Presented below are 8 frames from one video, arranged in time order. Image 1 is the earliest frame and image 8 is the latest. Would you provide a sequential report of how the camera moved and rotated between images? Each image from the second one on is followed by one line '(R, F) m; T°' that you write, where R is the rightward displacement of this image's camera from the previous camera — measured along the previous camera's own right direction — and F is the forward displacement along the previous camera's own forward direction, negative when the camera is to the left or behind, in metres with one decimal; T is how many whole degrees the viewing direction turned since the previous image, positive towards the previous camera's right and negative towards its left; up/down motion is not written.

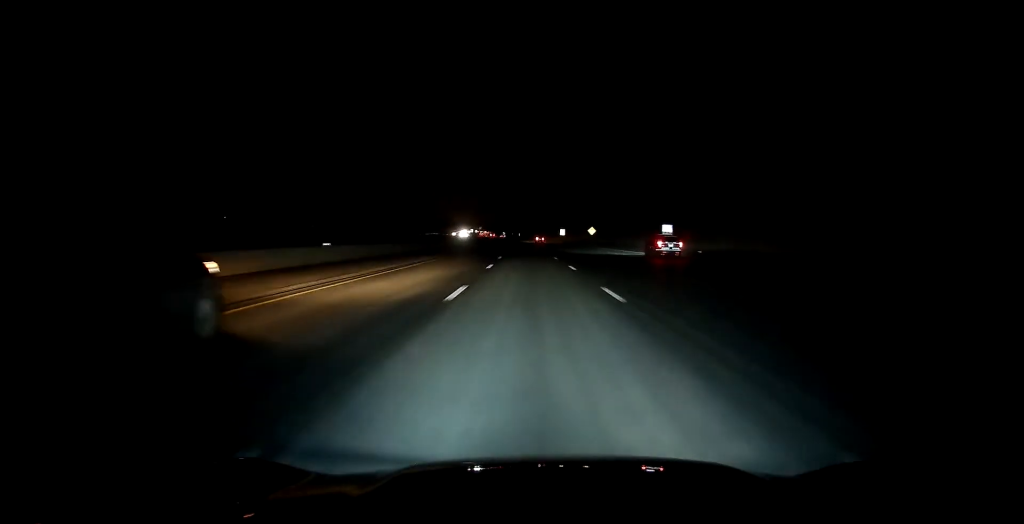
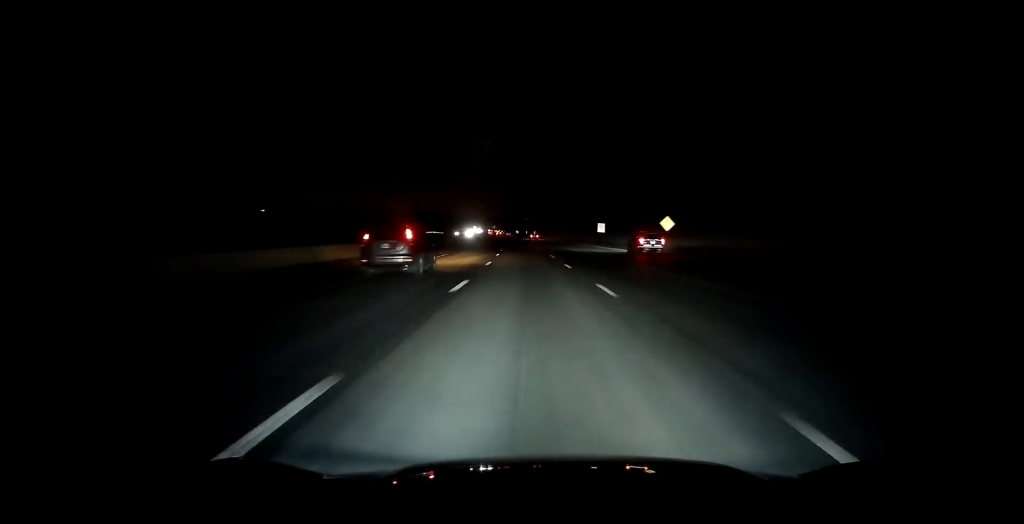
(-0.5, +61.9) m; -2°
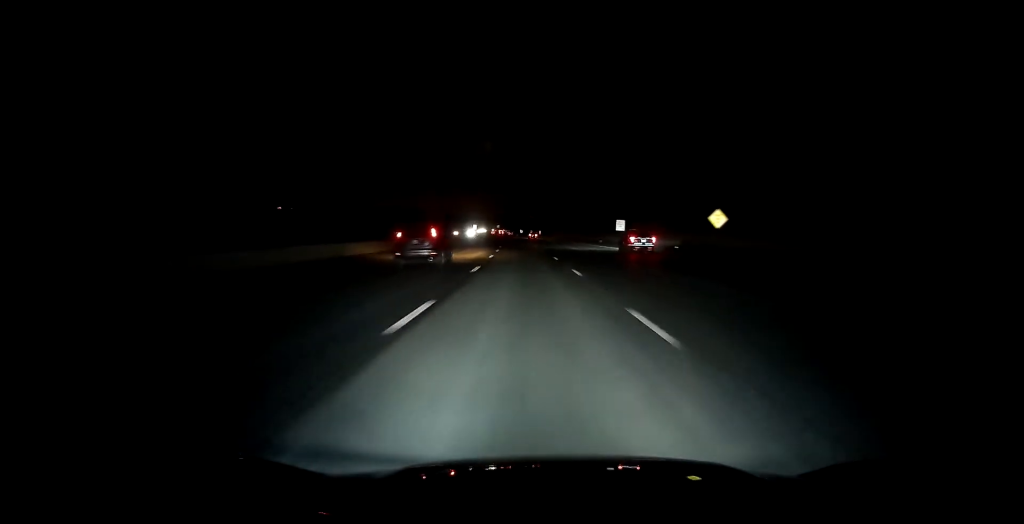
(-0.2, +17.5) m; -1°
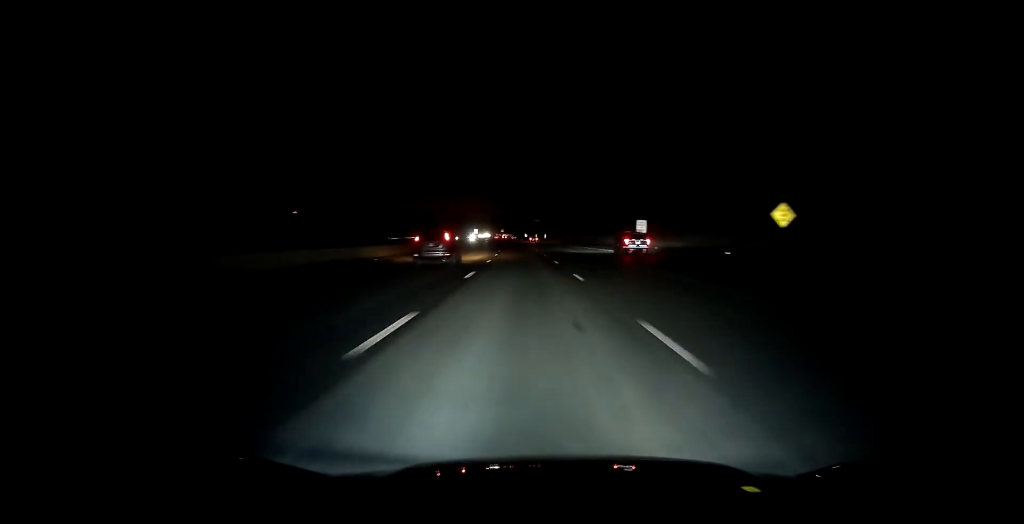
(-0.1, +13.2) m; -1°
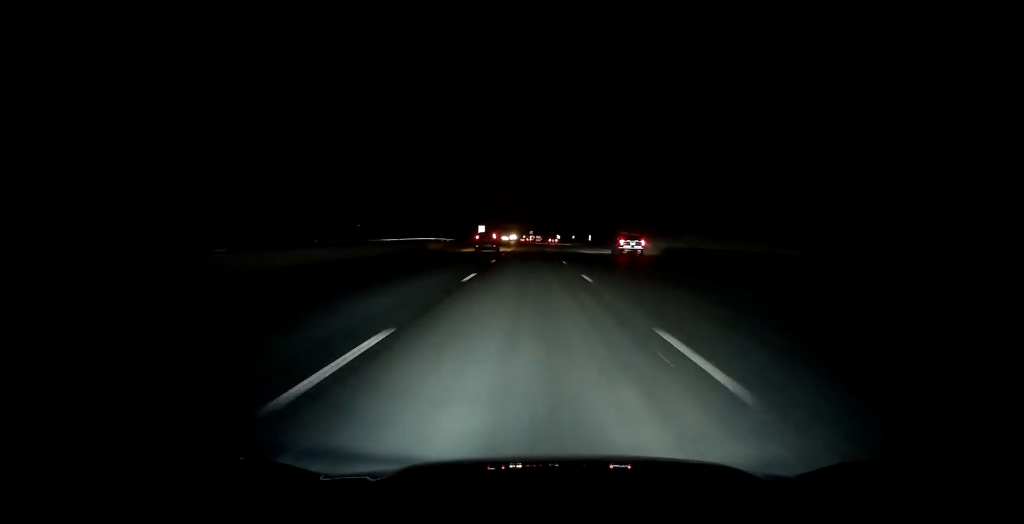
(-1.2, +75.6) m; -1°
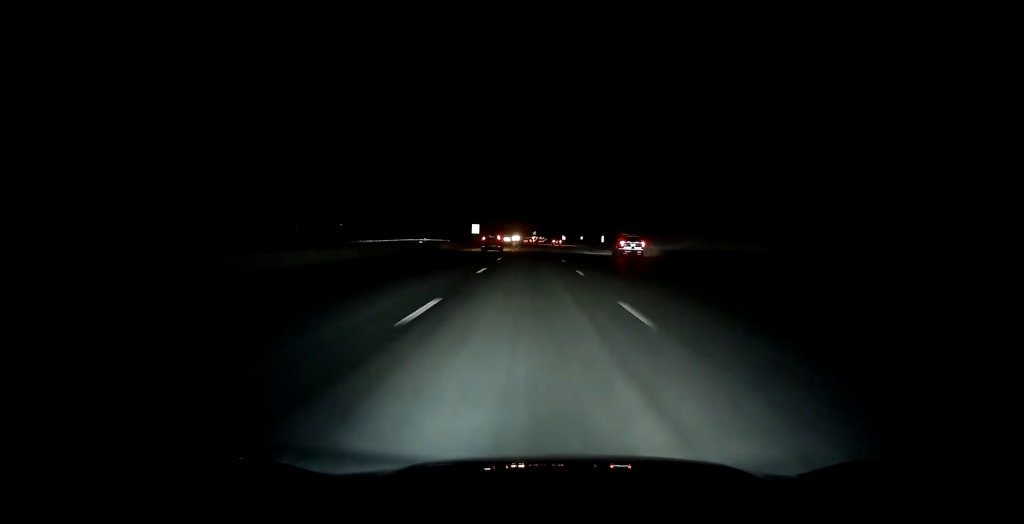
(+0.1, +19.8) m; 0°
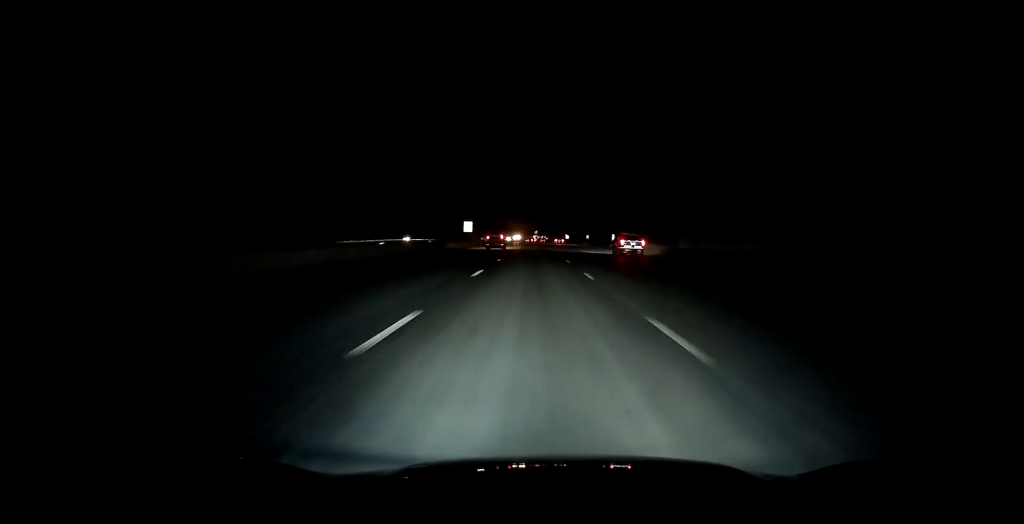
(-0.2, +15.4) m; 0°
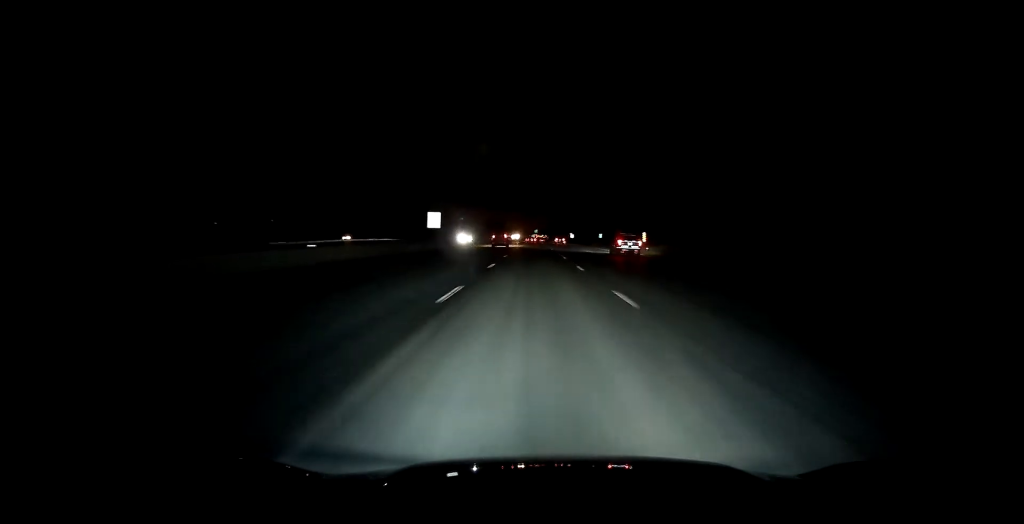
(+0.2, +31.9) m; +1°
